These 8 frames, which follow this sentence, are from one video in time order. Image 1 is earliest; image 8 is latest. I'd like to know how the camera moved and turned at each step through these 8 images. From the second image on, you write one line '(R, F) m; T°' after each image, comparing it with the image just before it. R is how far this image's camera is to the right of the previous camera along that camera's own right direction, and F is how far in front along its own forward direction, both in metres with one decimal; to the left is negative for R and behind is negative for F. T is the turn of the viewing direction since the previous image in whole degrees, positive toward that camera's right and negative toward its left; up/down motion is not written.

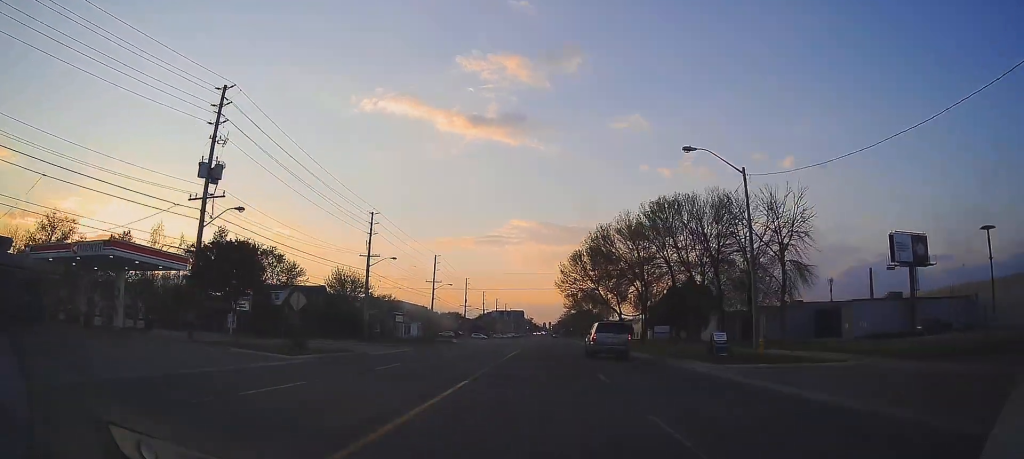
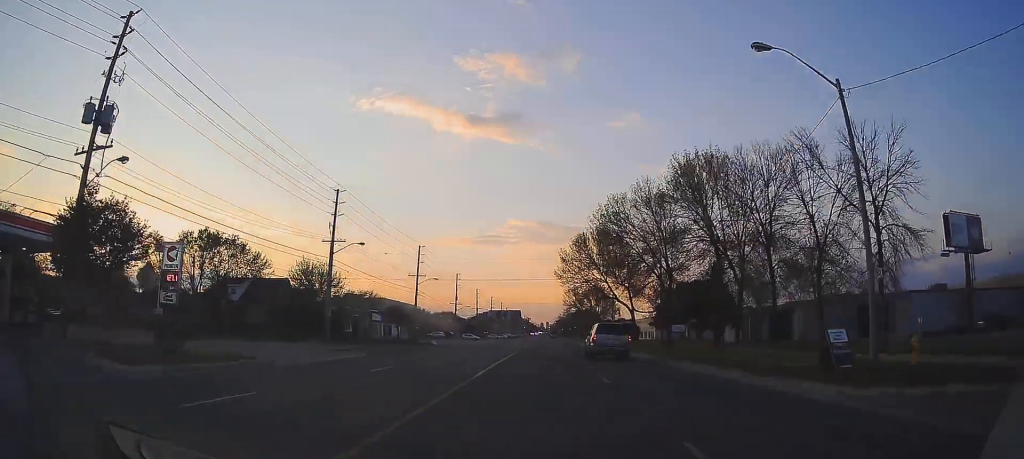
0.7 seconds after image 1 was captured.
(-0.1, +10.8) m; 0°
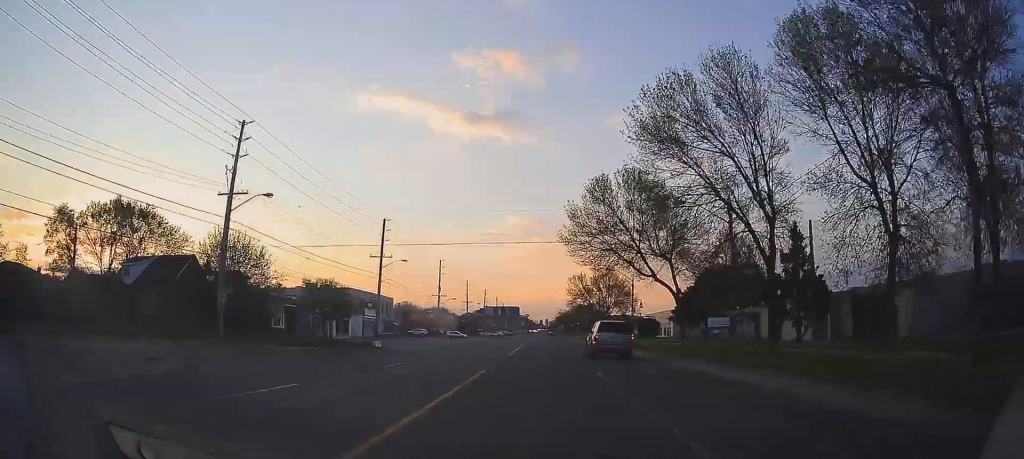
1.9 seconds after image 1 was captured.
(+0.3, +18.8) m; 0°
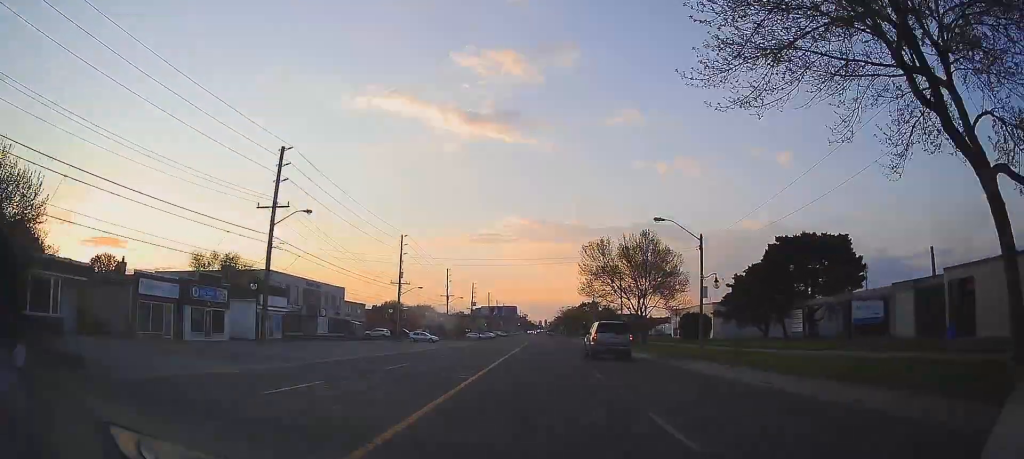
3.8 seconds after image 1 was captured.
(-0.6, +28.1) m; -3°
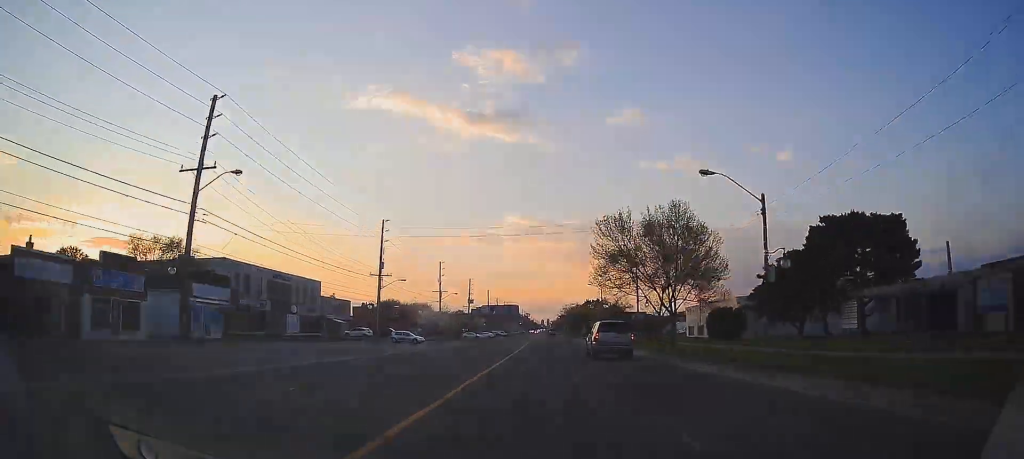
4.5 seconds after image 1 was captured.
(-0.2, +9.9) m; 0°
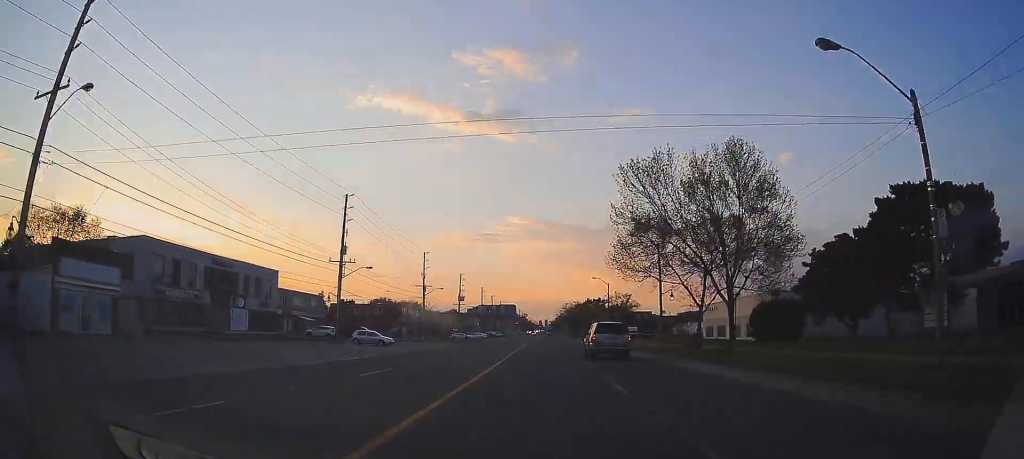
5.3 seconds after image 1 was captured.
(0.0, +12.4) m; +1°
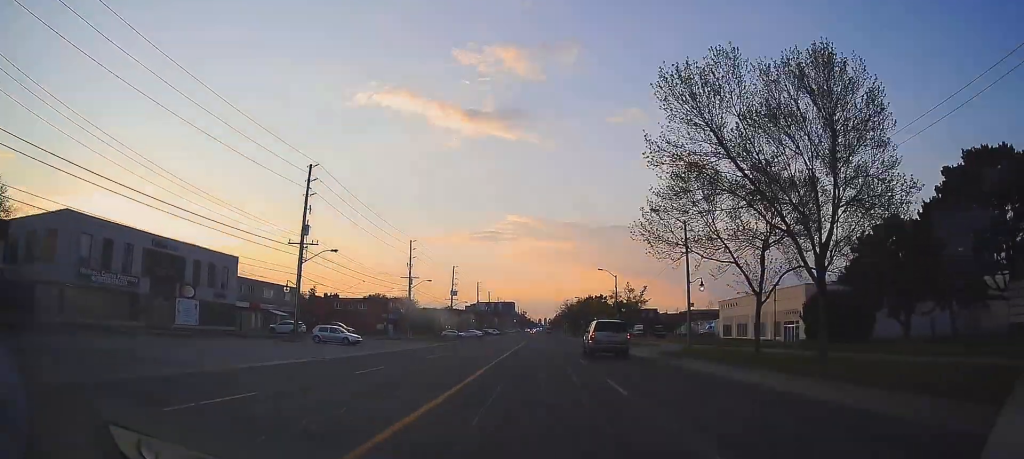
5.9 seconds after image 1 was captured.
(+0.2, +9.5) m; +1°
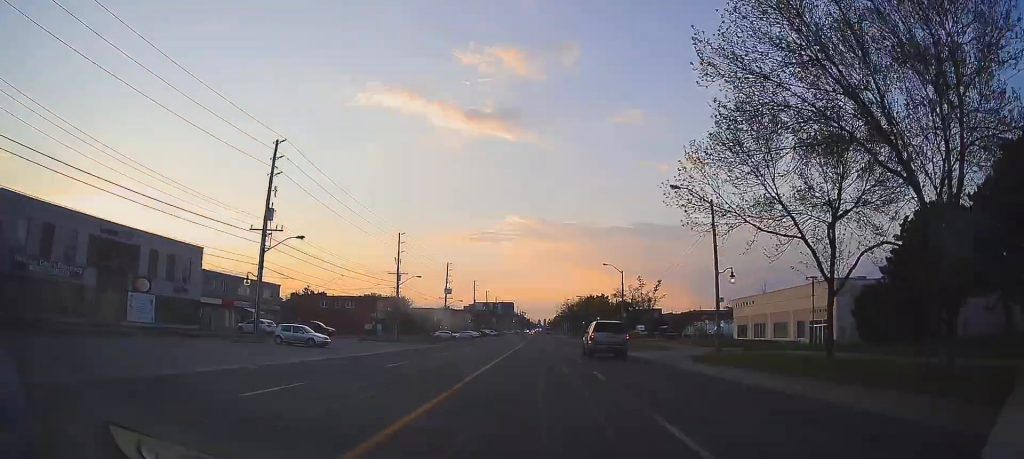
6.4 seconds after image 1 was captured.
(0.0, +6.5) m; -1°
